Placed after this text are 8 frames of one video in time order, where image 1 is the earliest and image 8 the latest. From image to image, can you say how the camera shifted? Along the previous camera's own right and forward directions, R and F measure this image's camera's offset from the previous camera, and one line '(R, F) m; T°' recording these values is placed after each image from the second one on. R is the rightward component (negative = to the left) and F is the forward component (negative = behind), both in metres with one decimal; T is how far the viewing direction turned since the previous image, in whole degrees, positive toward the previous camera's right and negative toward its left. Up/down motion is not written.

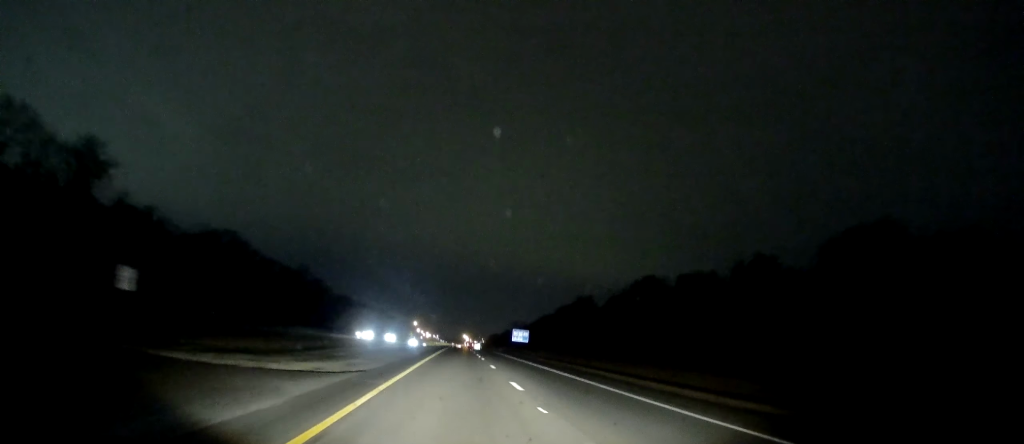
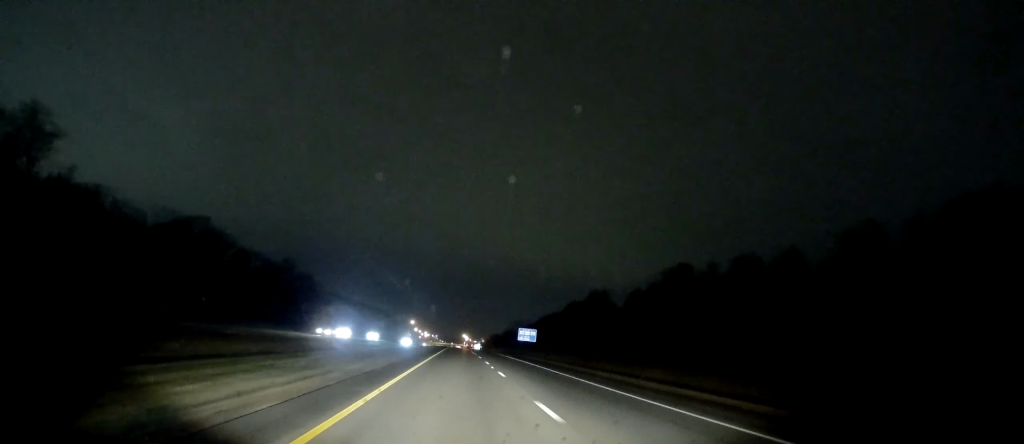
(-0.1, +18.1) m; 0°
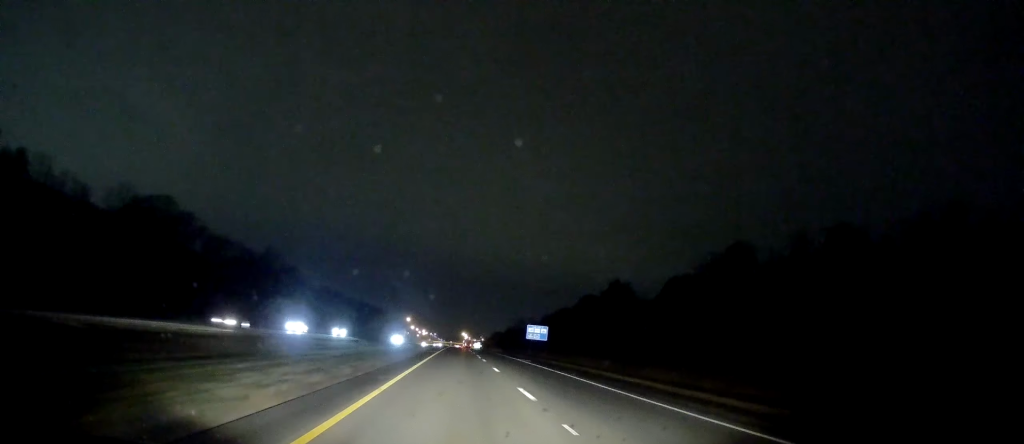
(-0.1, +20.3) m; +1°
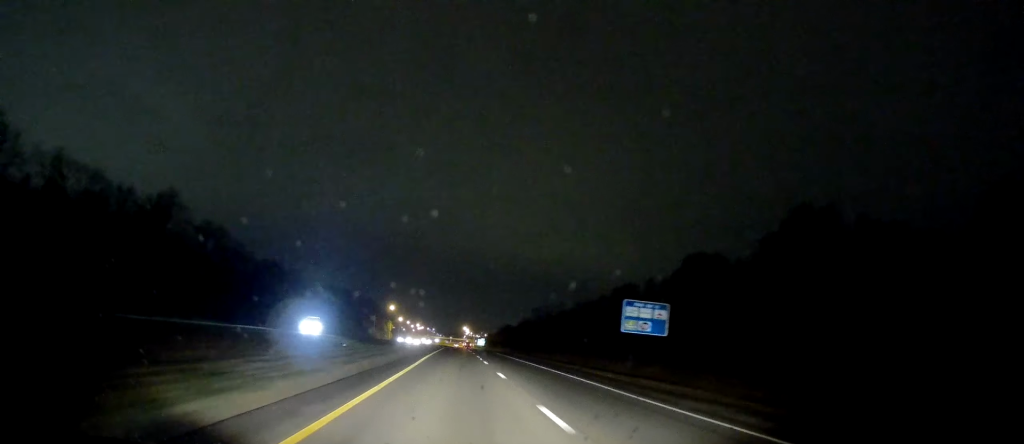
(-0.1, +76.3) m; -1°
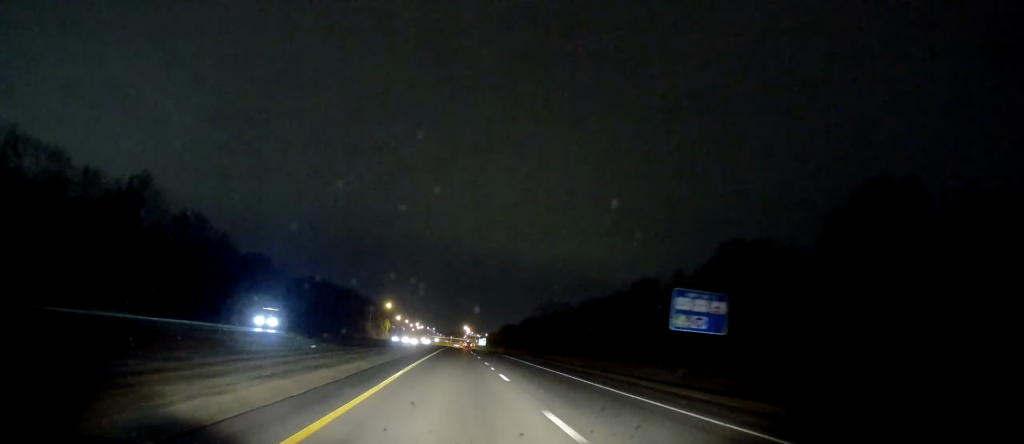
(0.0, +13.0) m; 0°
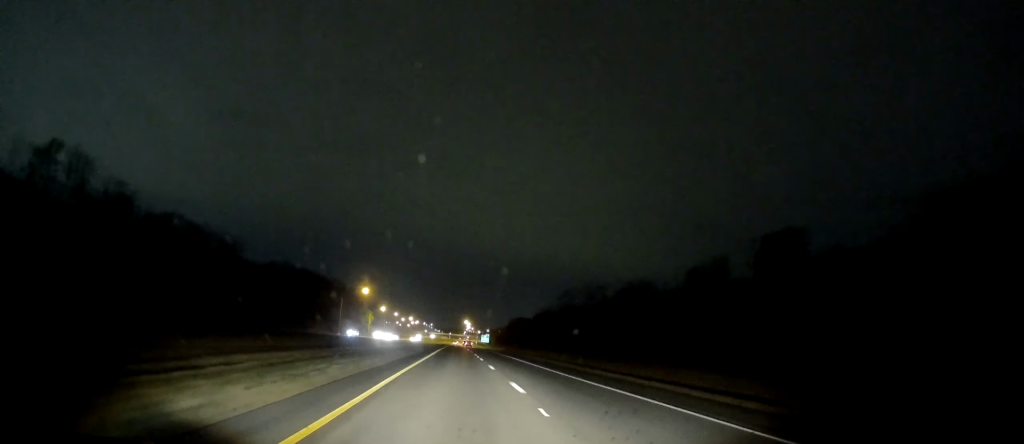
(+0.5, +53.3) m; 0°
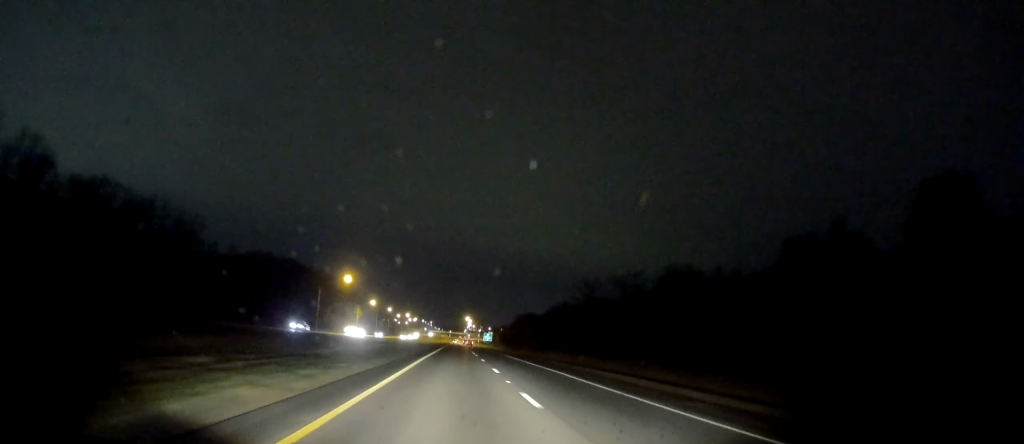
(-0.4, +27.2) m; 0°
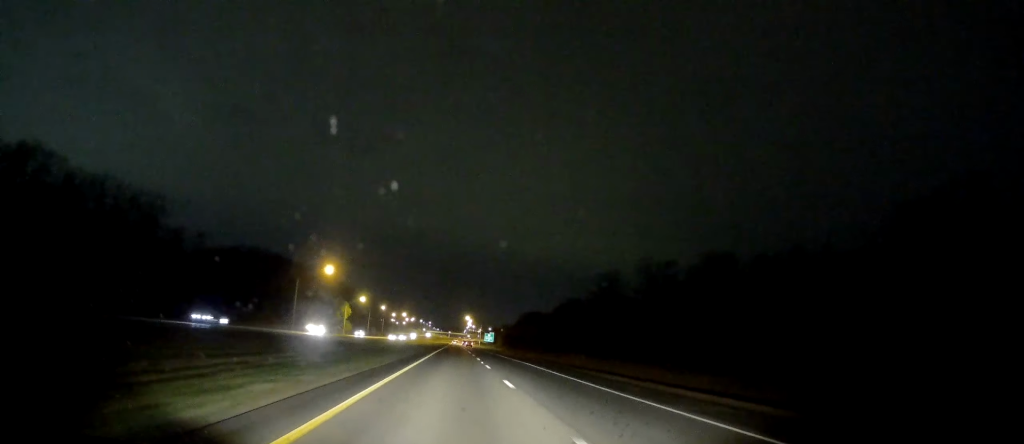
(+0.3, +19.6) m; +1°
